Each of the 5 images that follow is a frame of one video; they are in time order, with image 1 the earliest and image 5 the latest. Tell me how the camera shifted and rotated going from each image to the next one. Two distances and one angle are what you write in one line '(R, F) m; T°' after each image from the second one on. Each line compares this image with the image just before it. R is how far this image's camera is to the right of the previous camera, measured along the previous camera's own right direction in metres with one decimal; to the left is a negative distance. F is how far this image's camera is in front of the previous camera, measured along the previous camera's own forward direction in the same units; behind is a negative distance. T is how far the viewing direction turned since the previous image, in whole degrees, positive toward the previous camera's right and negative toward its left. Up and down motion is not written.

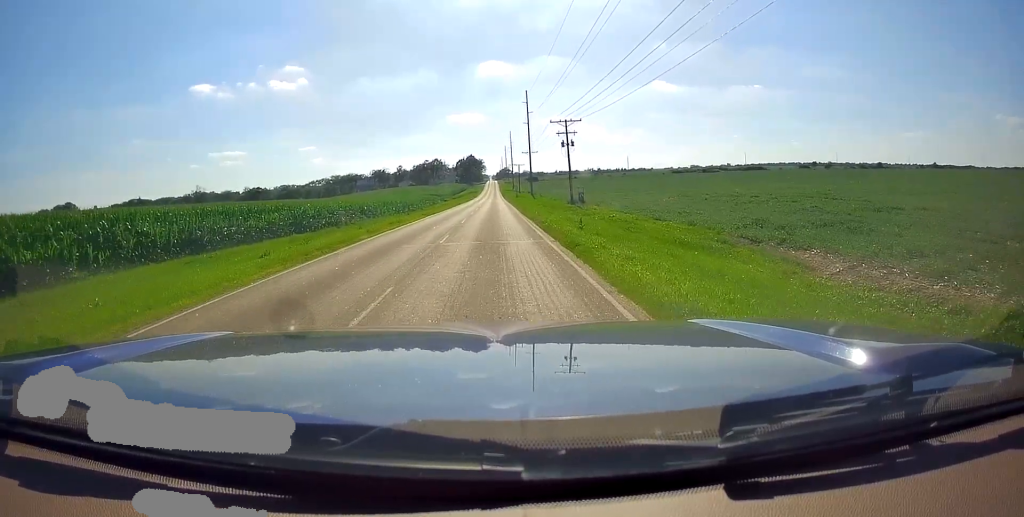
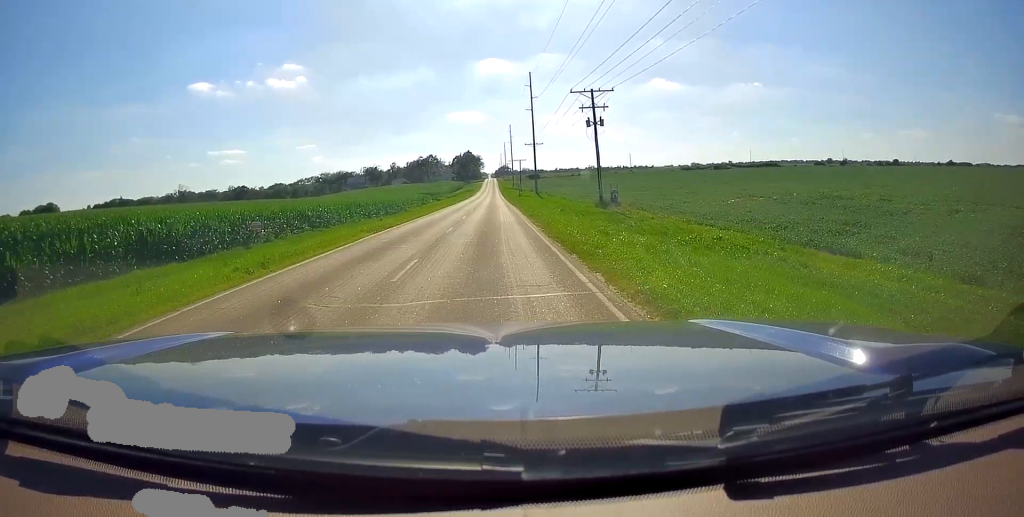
(0.0, +19.4) m; 0°
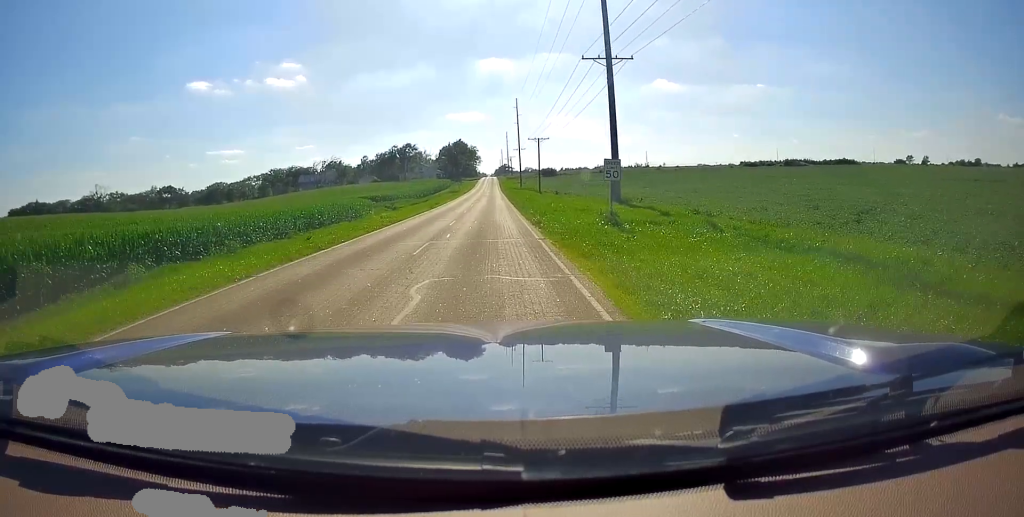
(-1.1, +77.2) m; 0°
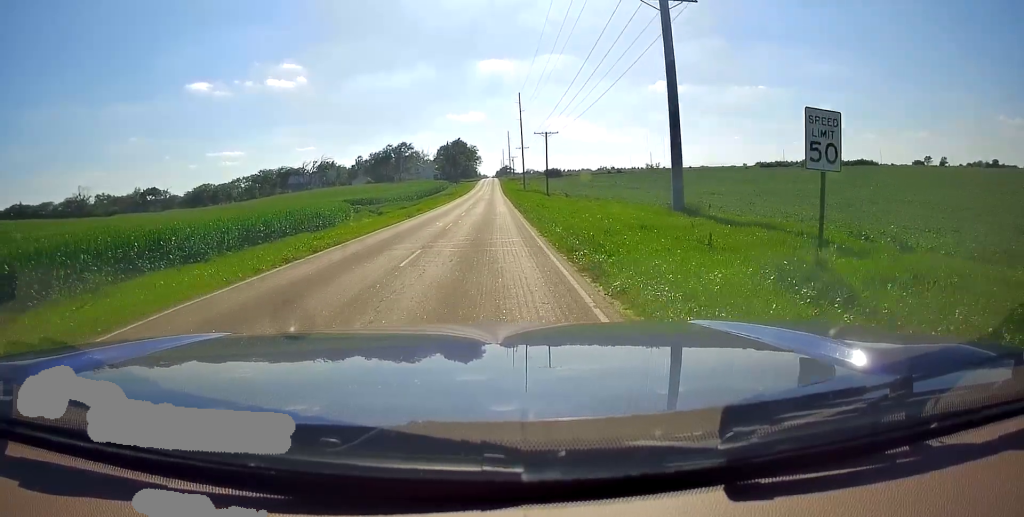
(0.0, +13.7) m; 0°
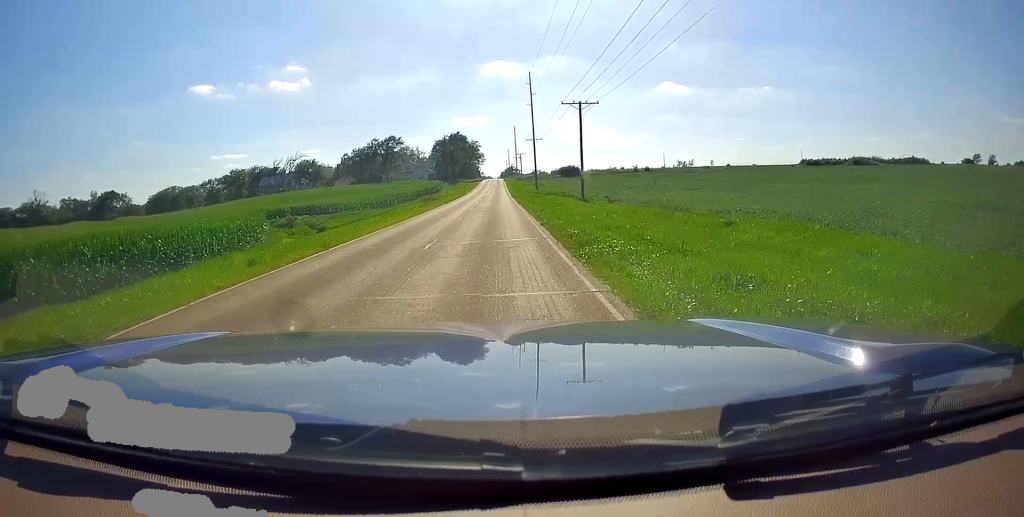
(0.0, +32.7) m; 0°
